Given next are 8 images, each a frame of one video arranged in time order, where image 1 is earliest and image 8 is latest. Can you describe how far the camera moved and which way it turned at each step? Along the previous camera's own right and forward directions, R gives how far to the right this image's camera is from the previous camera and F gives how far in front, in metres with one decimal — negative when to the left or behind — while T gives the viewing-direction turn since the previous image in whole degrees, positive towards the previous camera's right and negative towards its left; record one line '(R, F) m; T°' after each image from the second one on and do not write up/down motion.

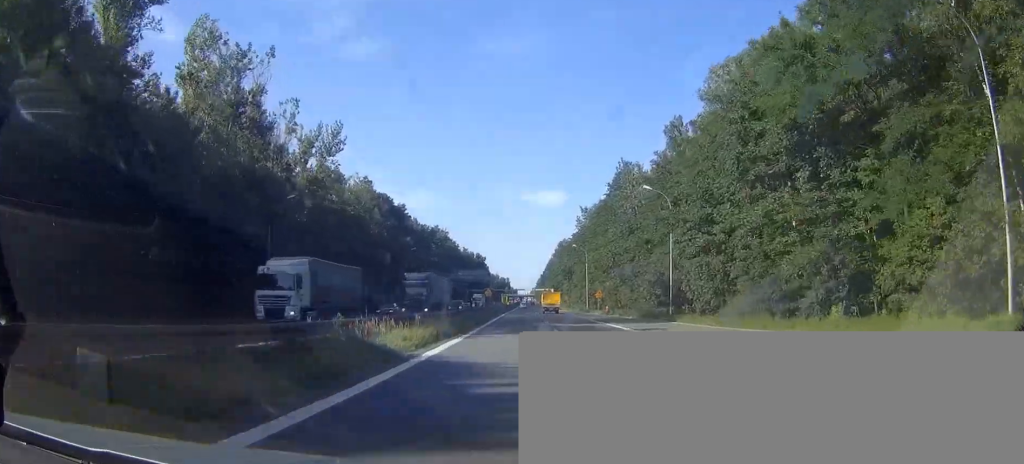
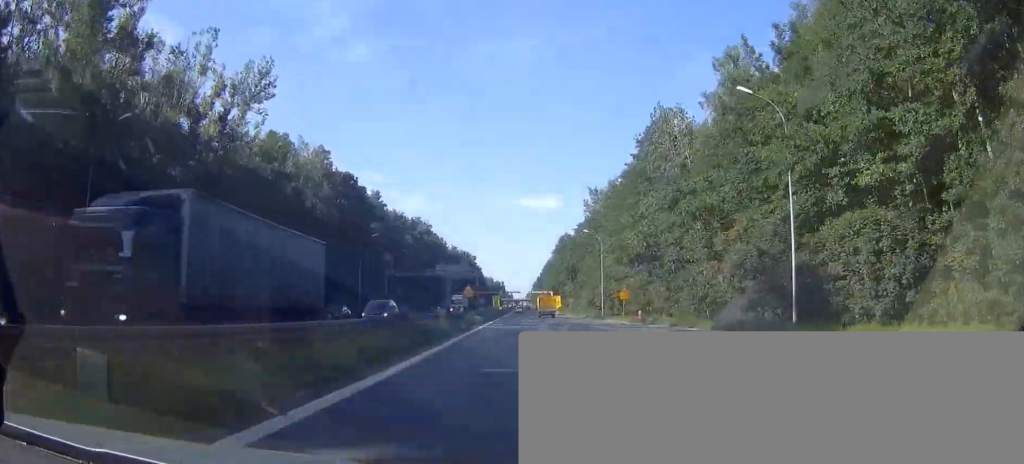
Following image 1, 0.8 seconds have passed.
(+0.1, +26.2) m; 0°
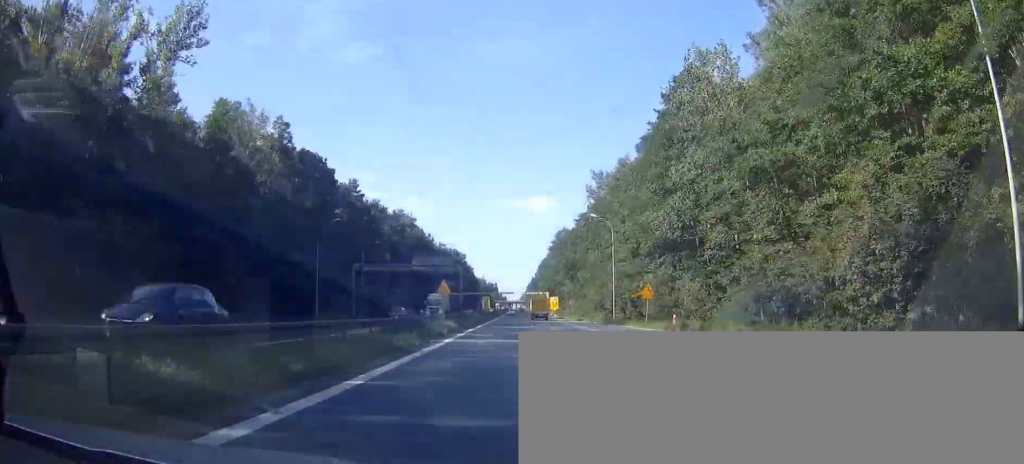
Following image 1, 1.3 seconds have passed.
(0.0, +15.6) m; 0°
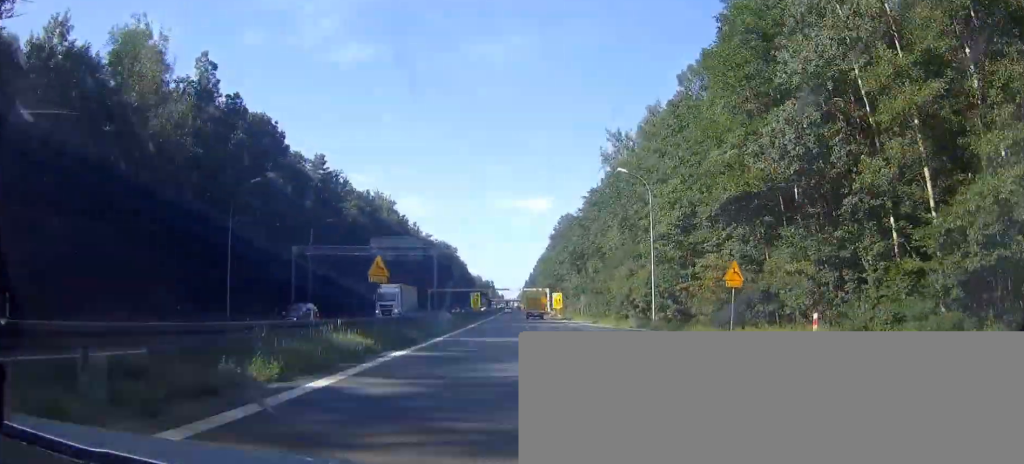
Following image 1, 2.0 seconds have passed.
(+0.1, +21.6) m; 0°
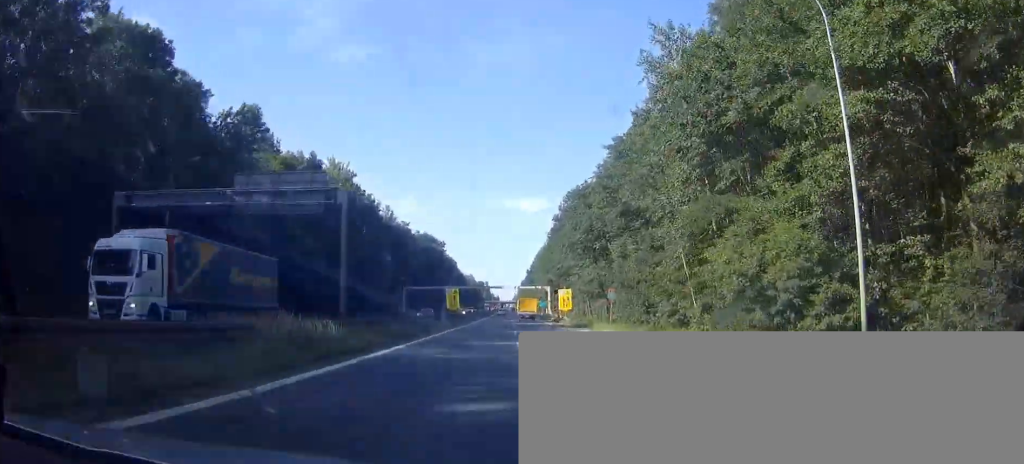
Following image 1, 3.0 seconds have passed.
(0.0, +29.4) m; 0°
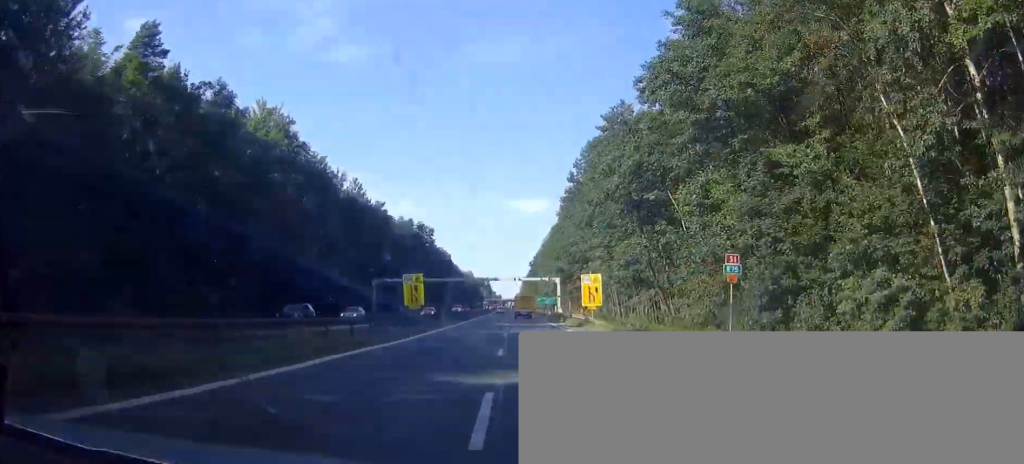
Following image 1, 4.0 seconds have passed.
(+0.2, +29.1) m; 0°
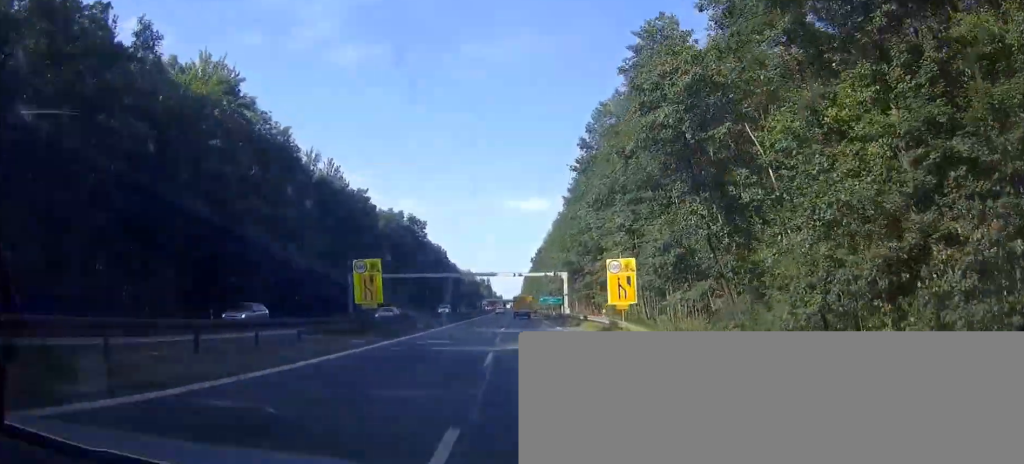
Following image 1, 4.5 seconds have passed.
(0.0, +14.9) m; 0°
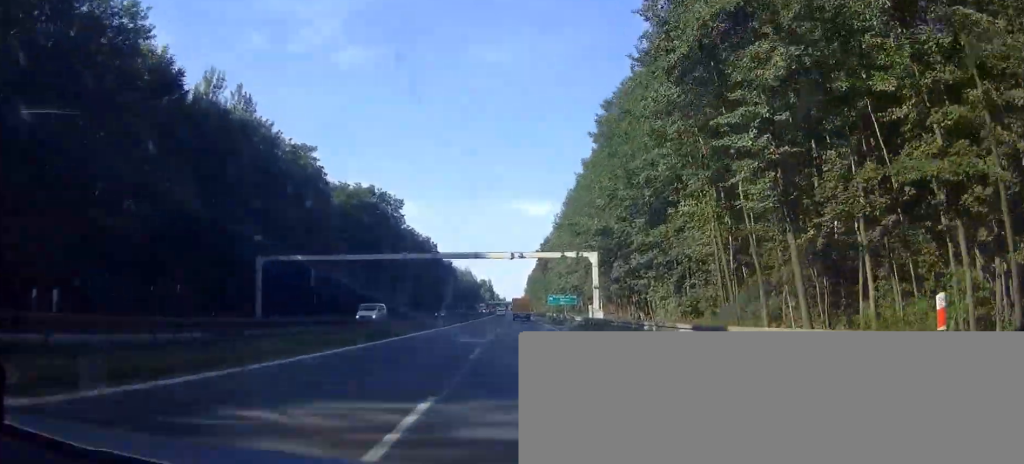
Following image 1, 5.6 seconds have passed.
(-0.1, +33.8) m; 0°
